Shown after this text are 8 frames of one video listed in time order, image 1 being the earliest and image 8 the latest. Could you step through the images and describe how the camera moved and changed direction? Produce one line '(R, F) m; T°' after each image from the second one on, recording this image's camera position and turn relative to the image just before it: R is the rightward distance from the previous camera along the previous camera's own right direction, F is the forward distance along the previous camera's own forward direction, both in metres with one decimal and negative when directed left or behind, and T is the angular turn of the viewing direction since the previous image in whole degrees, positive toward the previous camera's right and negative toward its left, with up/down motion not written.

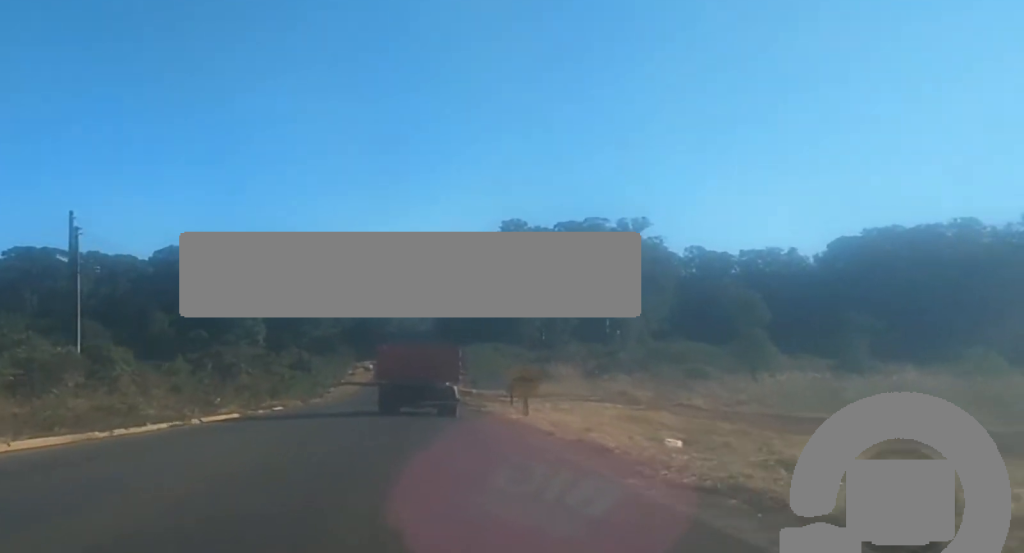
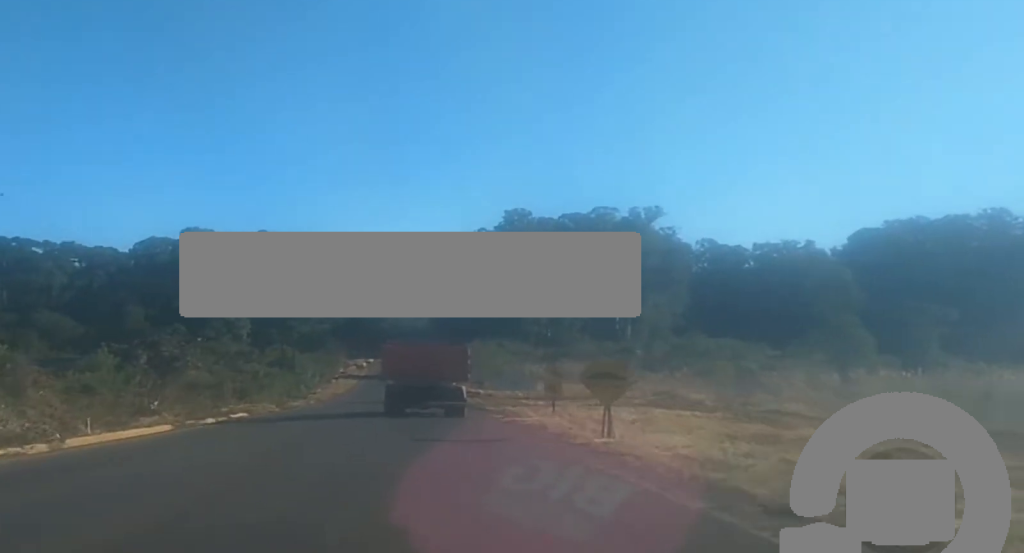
(0.0, +12.8) m; +1°
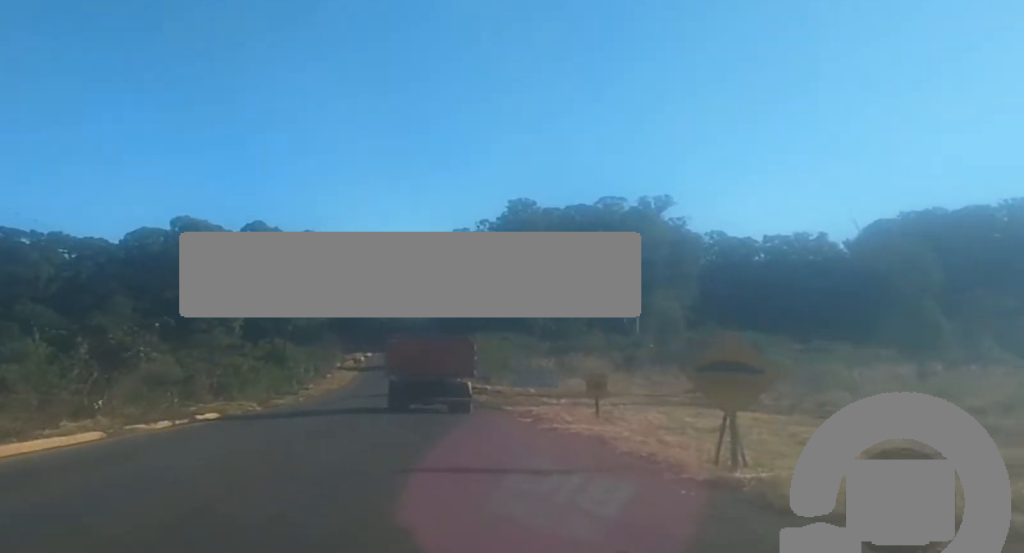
(-0.1, +8.2) m; +1°
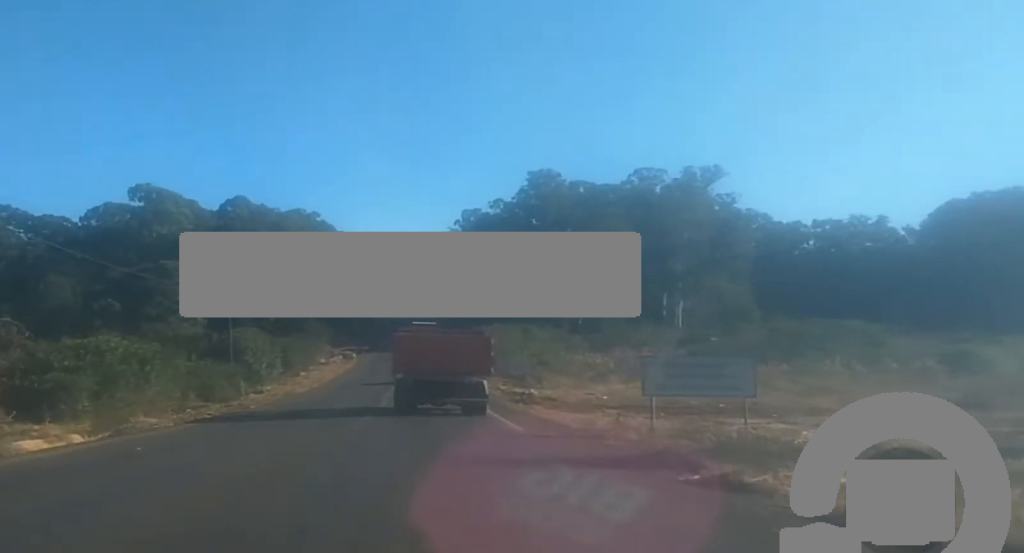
(+0.6, +27.6) m; 0°
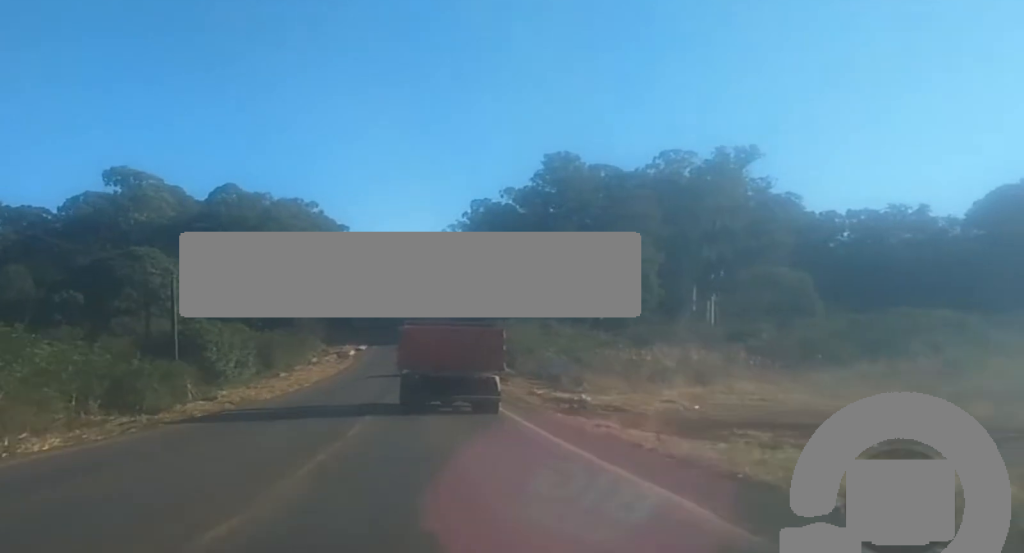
(-0.2, +13.8) m; -1°
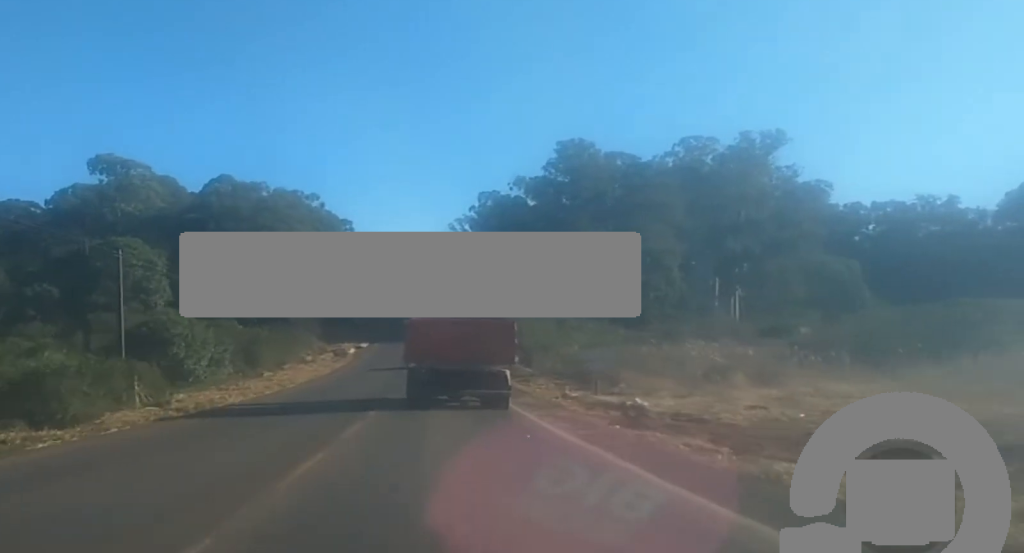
(-0.2, +8.5) m; 0°
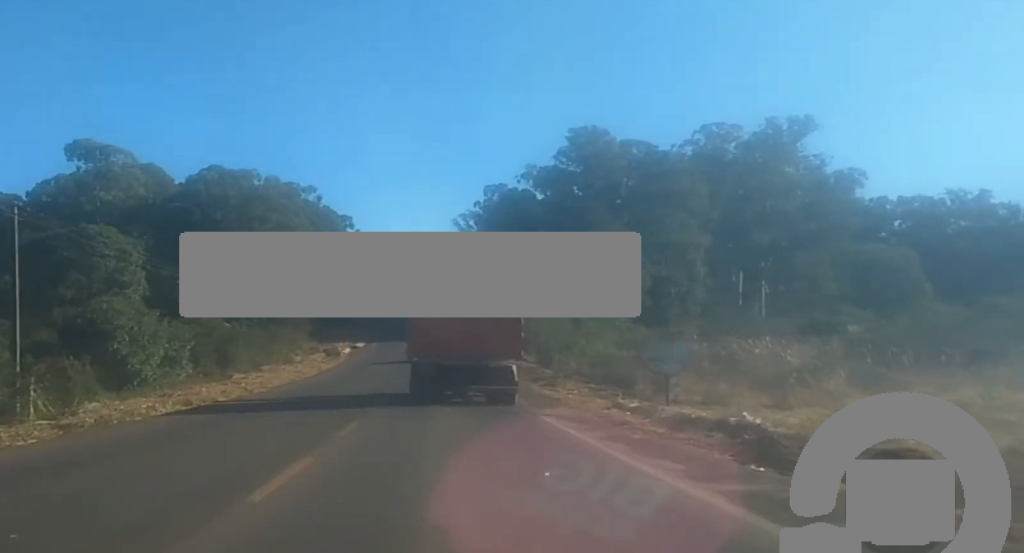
(0.0, +9.4) m; 0°
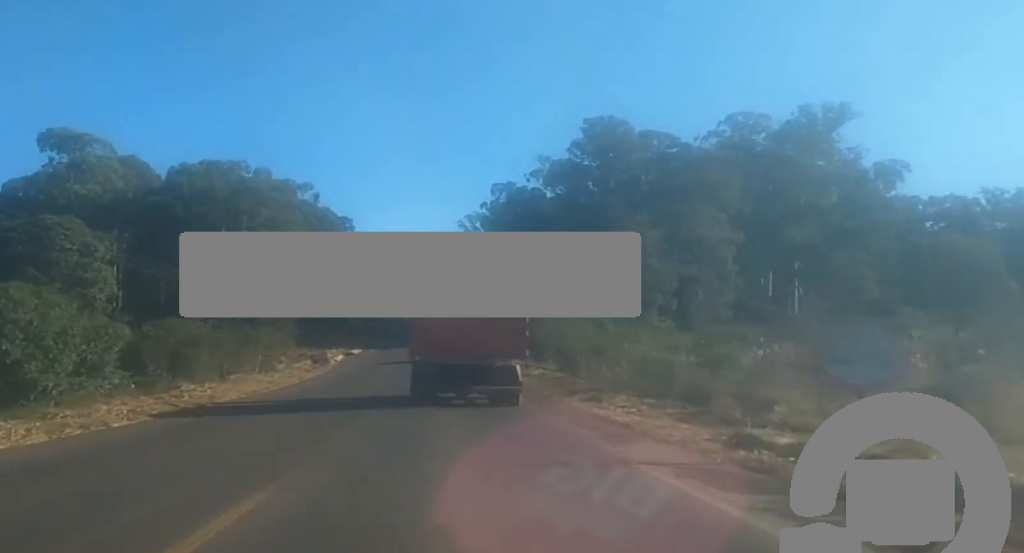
(+0.1, +10.4) m; 0°
